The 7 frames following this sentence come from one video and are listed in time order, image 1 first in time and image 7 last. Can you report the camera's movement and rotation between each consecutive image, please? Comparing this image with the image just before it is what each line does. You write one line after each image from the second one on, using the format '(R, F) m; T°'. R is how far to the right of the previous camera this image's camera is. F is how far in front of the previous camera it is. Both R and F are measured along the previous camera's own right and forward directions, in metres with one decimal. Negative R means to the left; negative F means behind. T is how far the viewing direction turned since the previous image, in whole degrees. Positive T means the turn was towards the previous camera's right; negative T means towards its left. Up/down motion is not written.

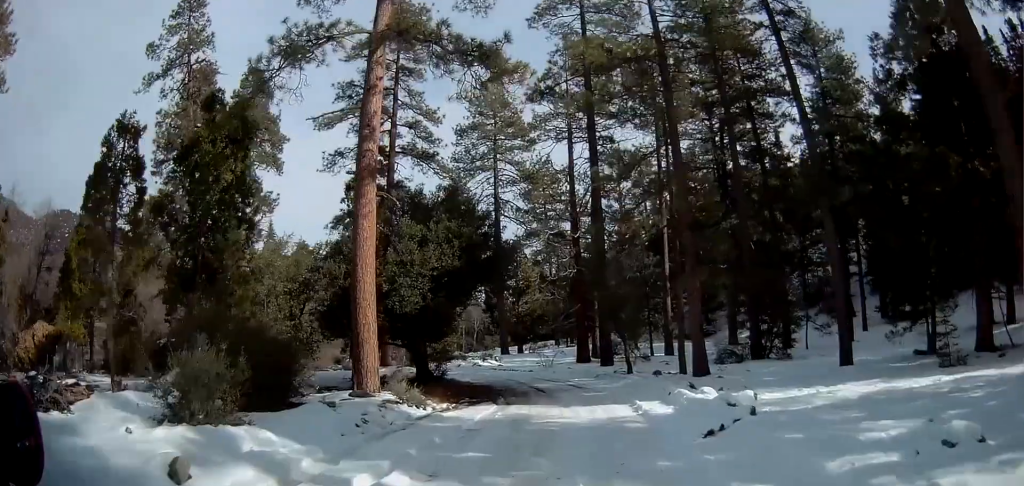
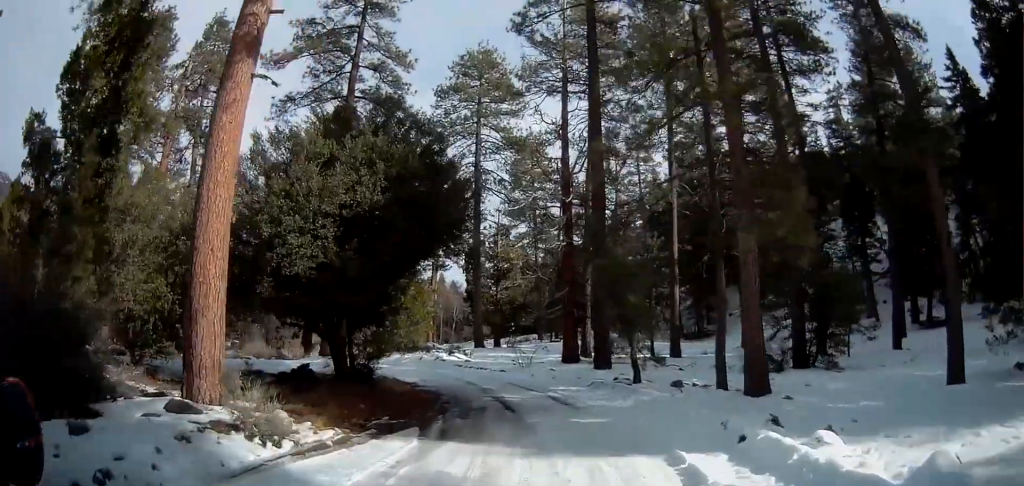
(0.0, +9.0) m; +1°
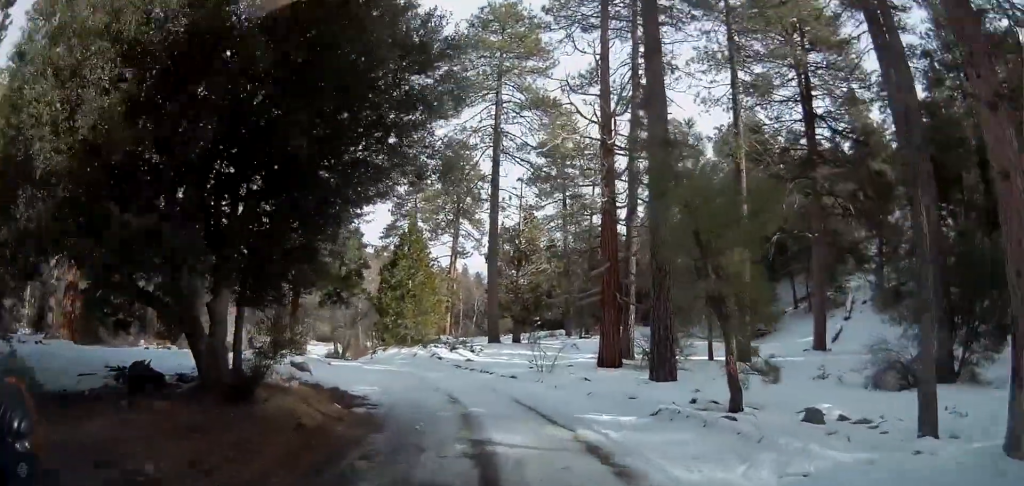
(+0.2, +9.1) m; 0°
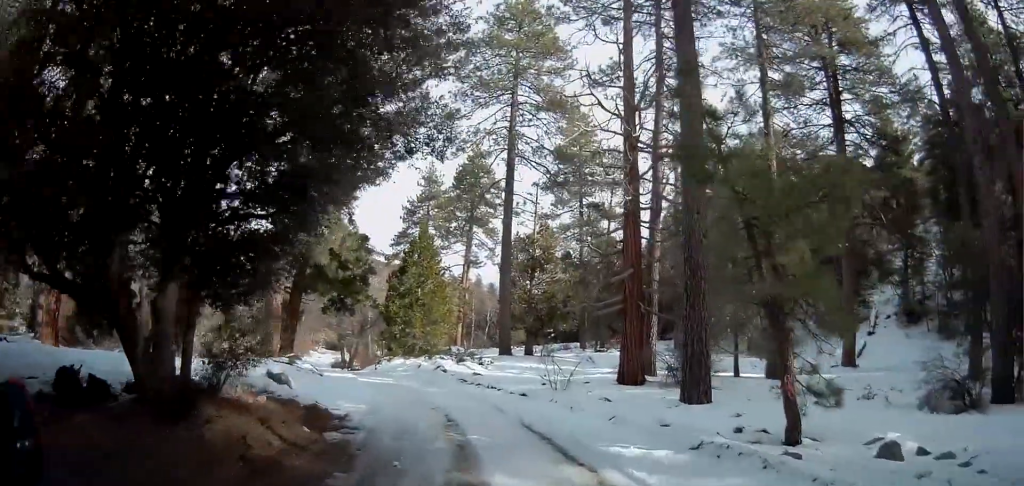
(0.0, +2.3) m; -1°
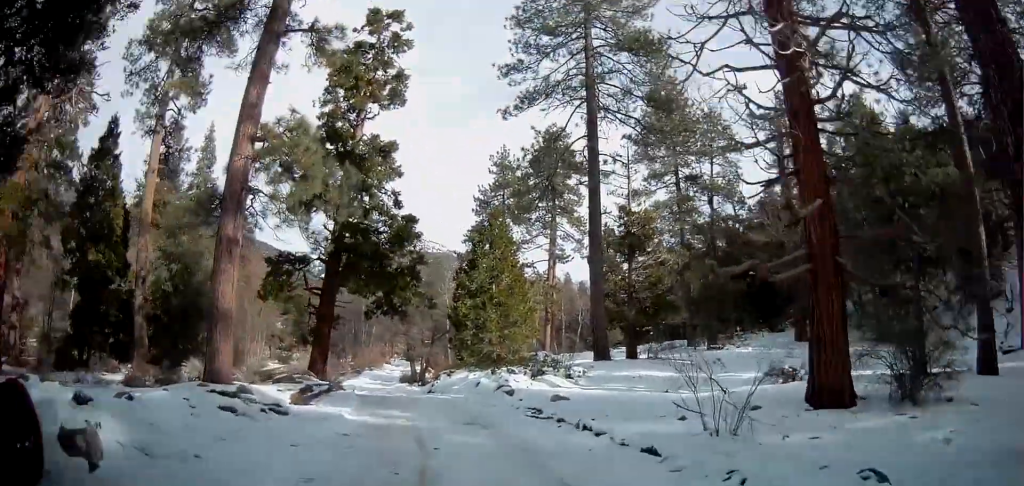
(-0.8, +9.6) m; -9°
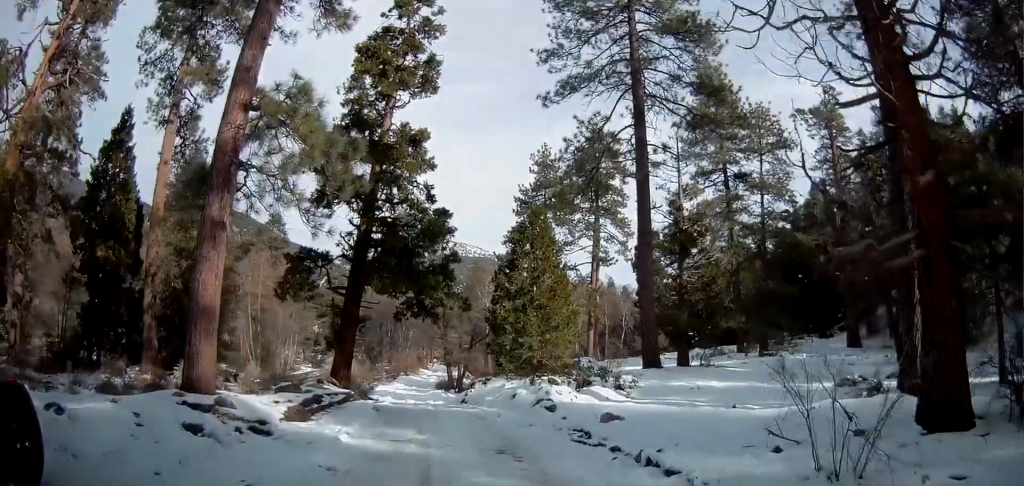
(-0.1, +2.6) m; -4°
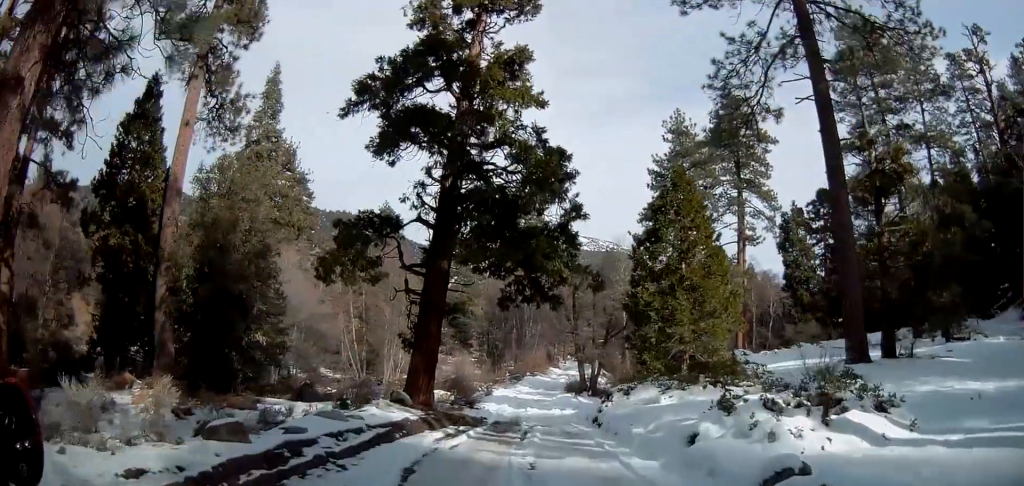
(-1.2, +9.0) m; -14°
